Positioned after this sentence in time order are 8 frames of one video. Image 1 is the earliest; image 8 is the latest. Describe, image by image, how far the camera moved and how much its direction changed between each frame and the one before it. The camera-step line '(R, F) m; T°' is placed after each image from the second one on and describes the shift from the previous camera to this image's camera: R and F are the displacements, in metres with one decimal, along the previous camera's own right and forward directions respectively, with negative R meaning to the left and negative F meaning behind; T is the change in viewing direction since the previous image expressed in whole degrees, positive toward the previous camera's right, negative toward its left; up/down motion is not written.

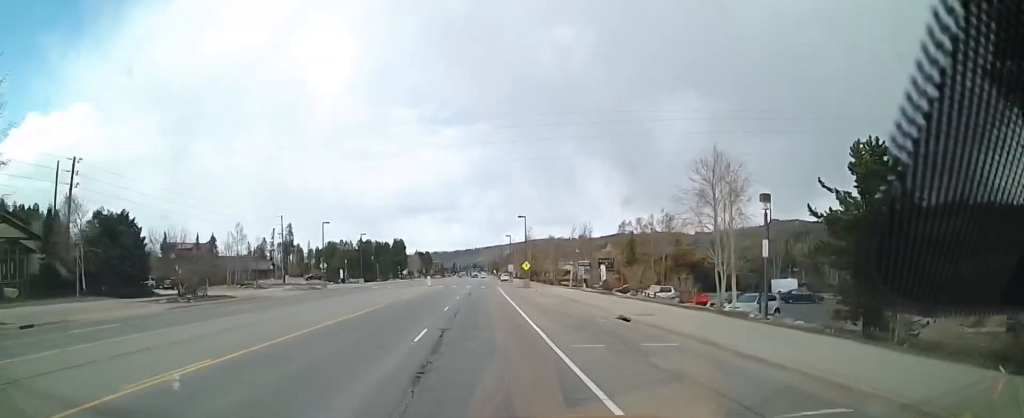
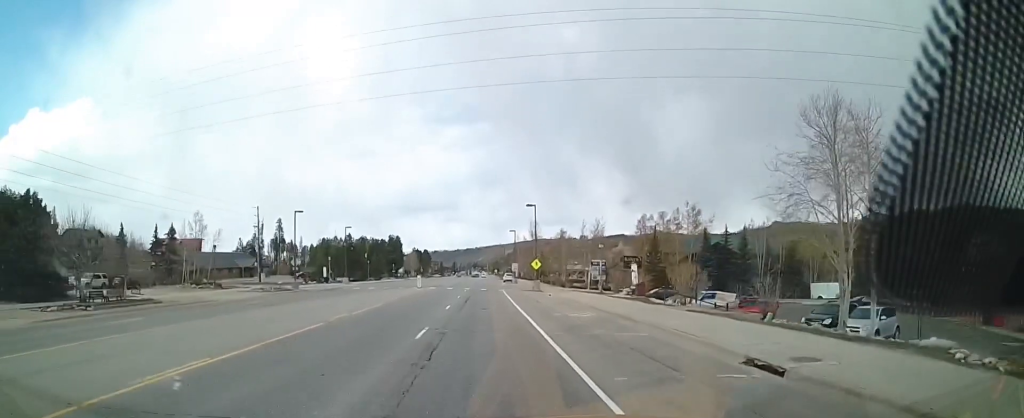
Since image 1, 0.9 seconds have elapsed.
(0.0, +11.9) m; 0°
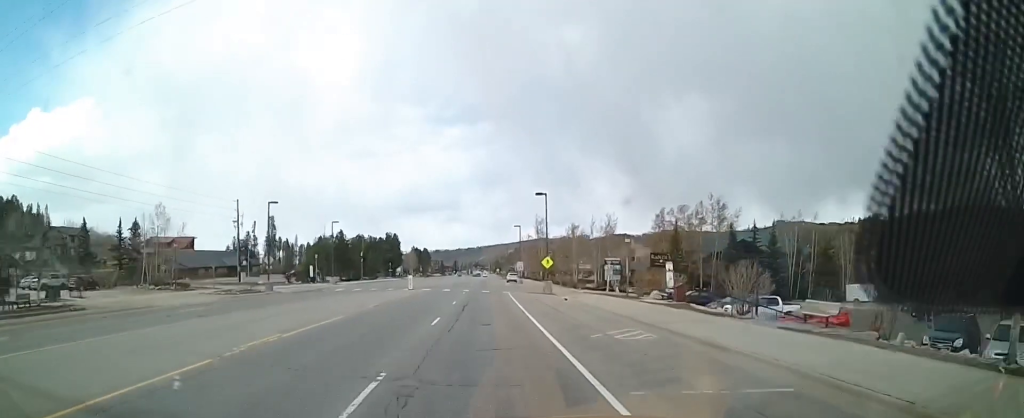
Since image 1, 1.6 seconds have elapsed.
(0.0, +8.6) m; +1°
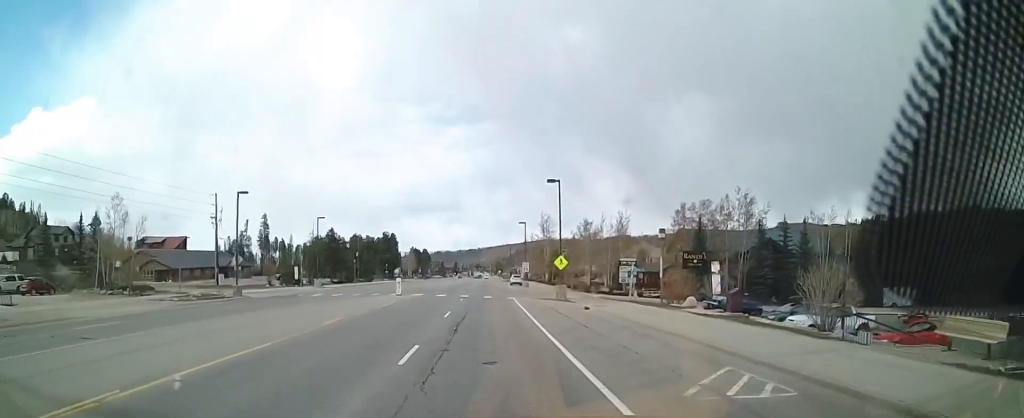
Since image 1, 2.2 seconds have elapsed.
(0.0, +8.2) m; +1°
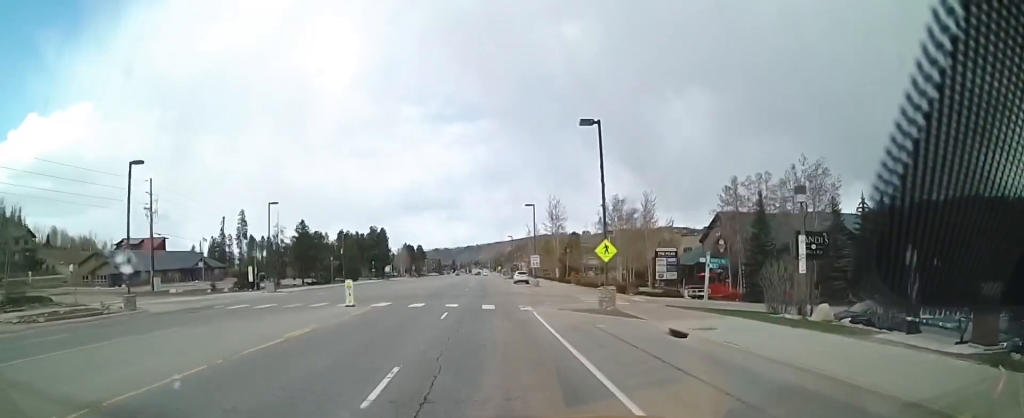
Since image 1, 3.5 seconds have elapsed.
(+0.2, +16.0) m; -1°
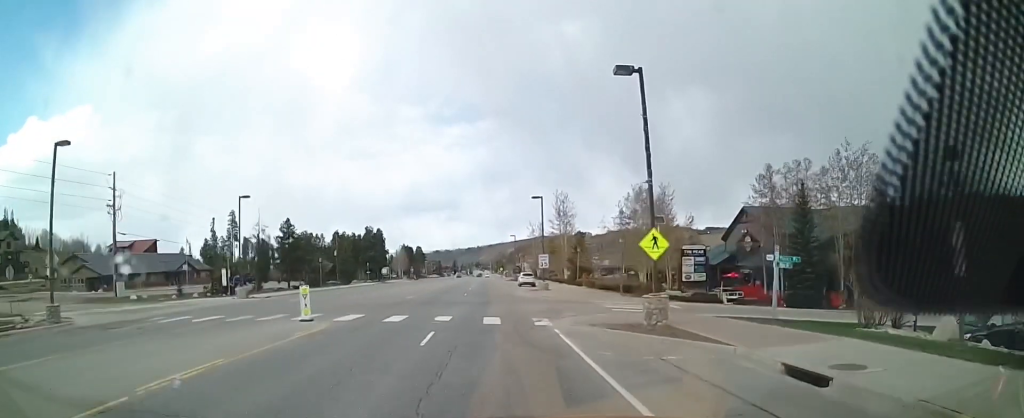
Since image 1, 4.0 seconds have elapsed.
(-0.2, +7.3) m; -1°
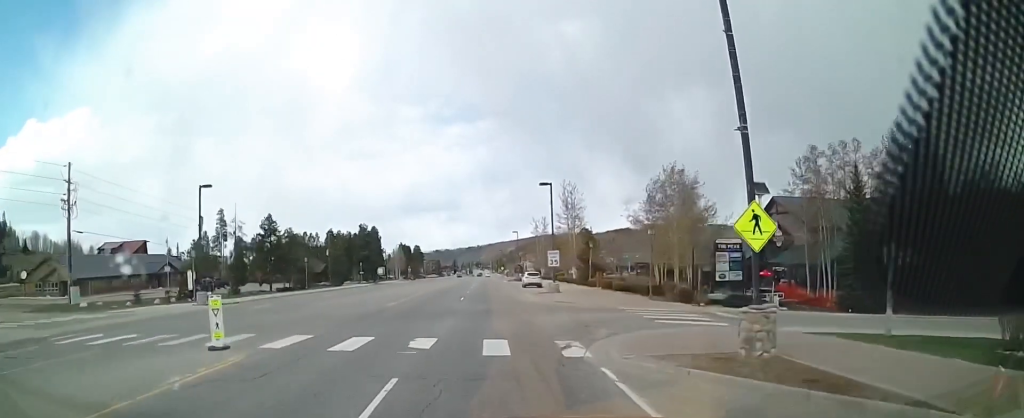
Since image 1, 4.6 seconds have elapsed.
(0.0, +7.3) m; -1°
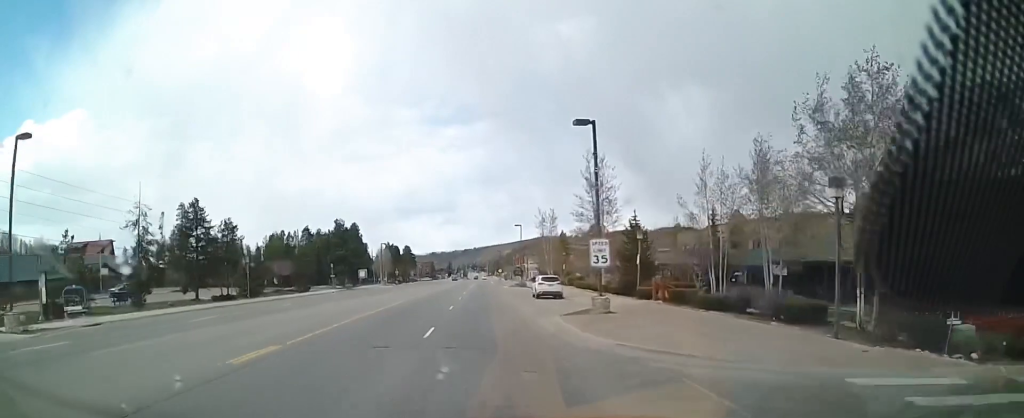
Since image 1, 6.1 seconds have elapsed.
(-0.2, +19.2) m; 0°
